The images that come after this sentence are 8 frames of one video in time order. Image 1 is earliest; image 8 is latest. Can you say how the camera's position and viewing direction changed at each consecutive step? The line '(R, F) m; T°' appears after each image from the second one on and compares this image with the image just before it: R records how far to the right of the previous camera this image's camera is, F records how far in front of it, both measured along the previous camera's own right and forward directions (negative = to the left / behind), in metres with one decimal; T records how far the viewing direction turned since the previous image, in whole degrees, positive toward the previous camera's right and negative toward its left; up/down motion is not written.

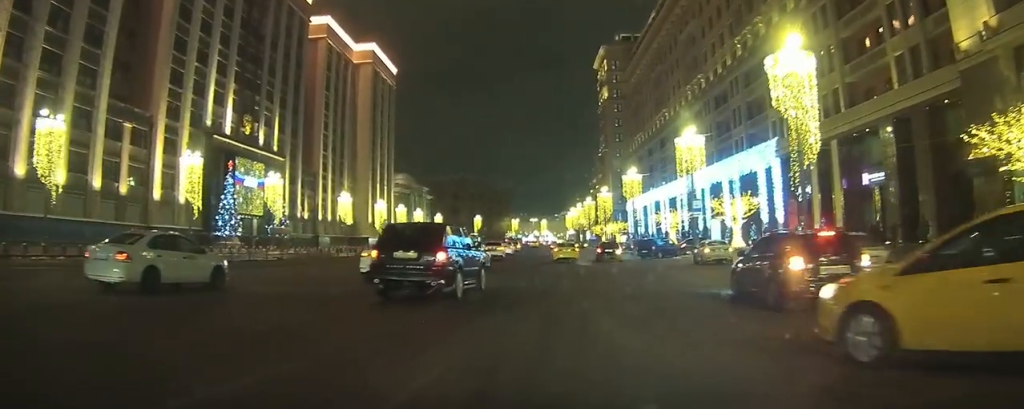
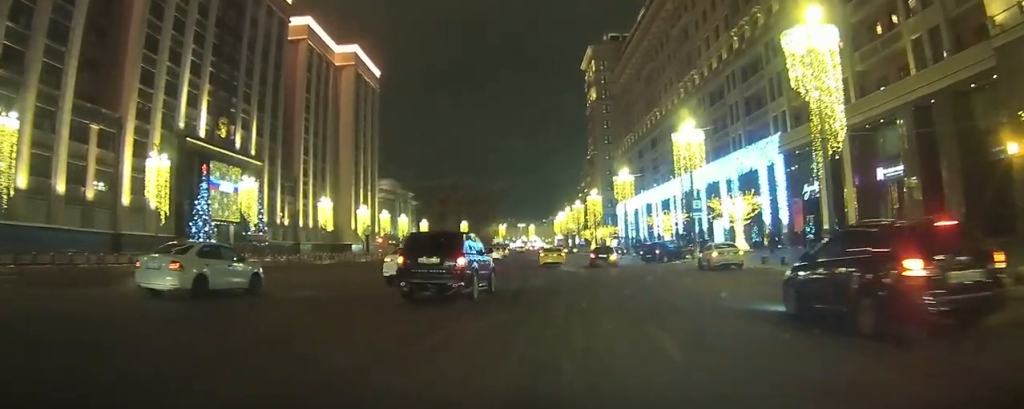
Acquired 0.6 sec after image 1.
(0.0, +3.1) m; 0°
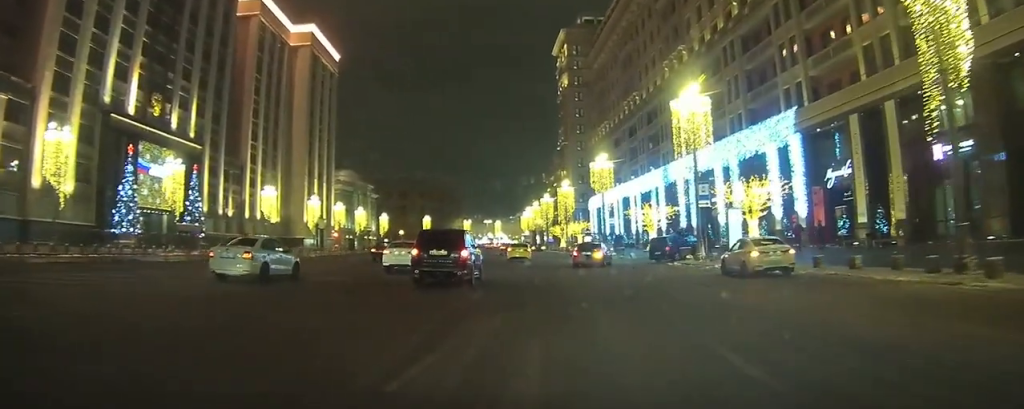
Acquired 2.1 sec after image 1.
(0.0, +7.3) m; 0°
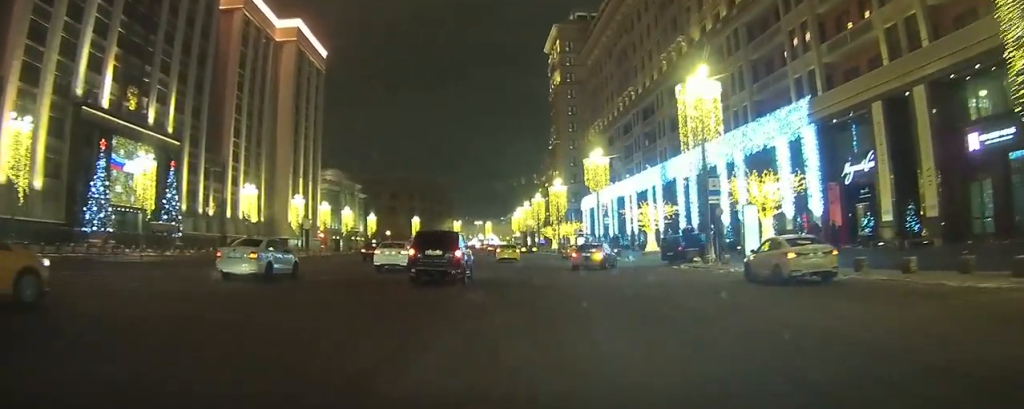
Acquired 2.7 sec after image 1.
(0.0, +3.0) m; 0°
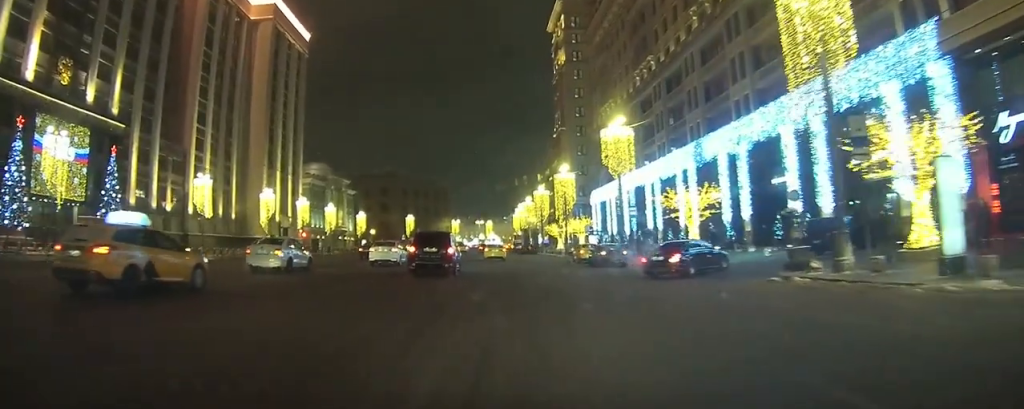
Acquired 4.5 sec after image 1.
(+0.1, +12.9) m; +2°
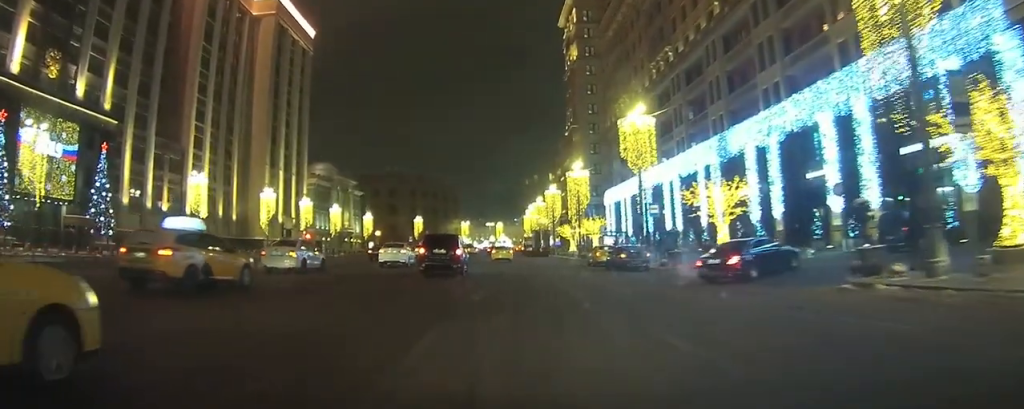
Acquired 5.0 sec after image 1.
(0.0, +4.0) m; 0°
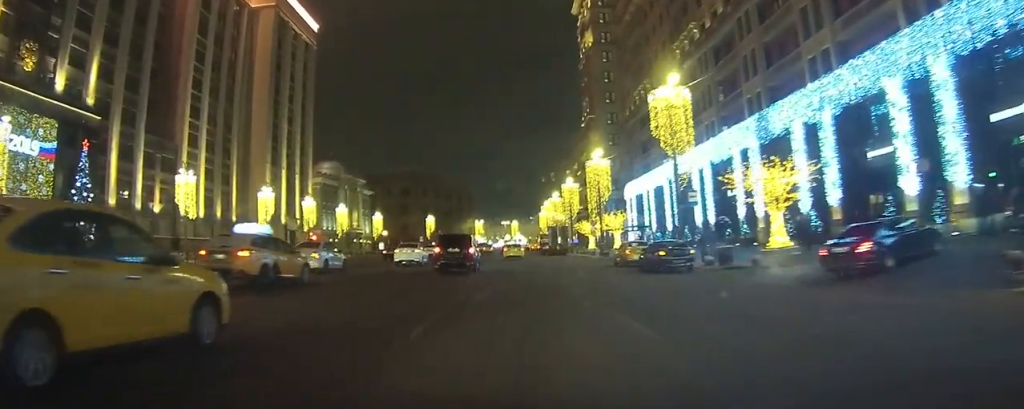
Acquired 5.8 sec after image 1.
(0.0, +6.2) m; -1°
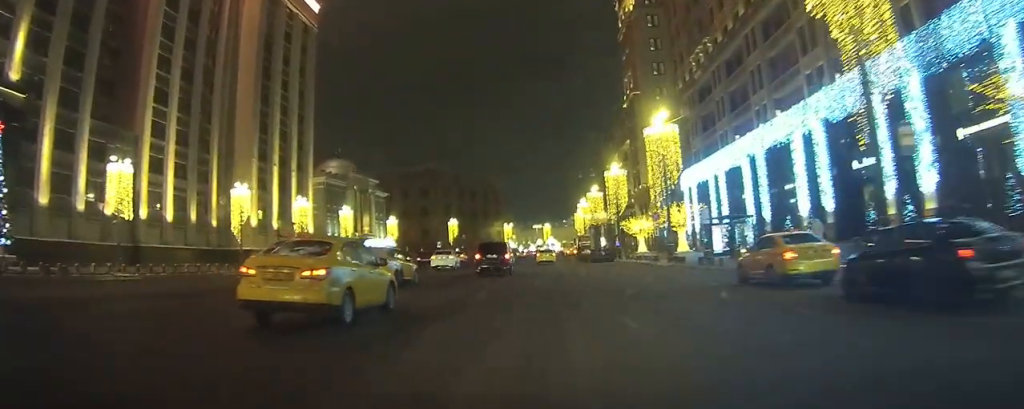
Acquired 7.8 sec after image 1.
(-1.0, +18.2) m; -5°
